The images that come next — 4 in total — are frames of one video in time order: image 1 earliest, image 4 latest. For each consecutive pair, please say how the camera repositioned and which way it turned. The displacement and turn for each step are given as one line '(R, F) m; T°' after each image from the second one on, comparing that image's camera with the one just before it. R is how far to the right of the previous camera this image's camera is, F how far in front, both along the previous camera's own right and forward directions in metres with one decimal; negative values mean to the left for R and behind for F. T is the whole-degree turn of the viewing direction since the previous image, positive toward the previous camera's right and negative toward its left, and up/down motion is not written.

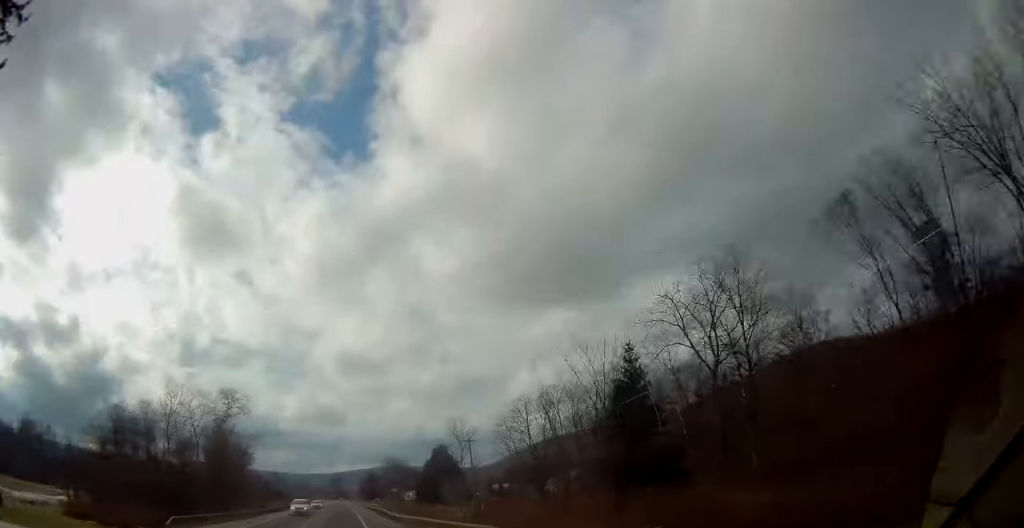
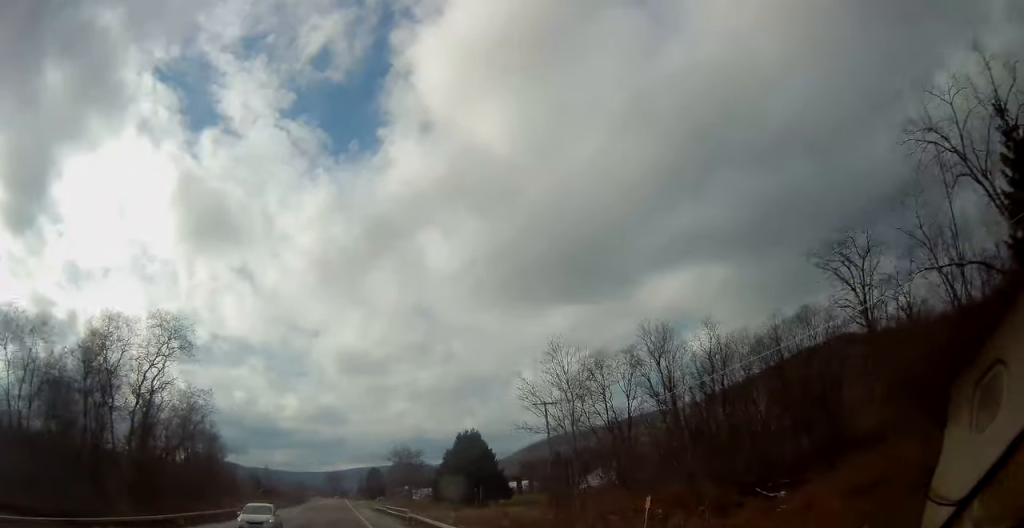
(+0.6, +32.6) m; +1°
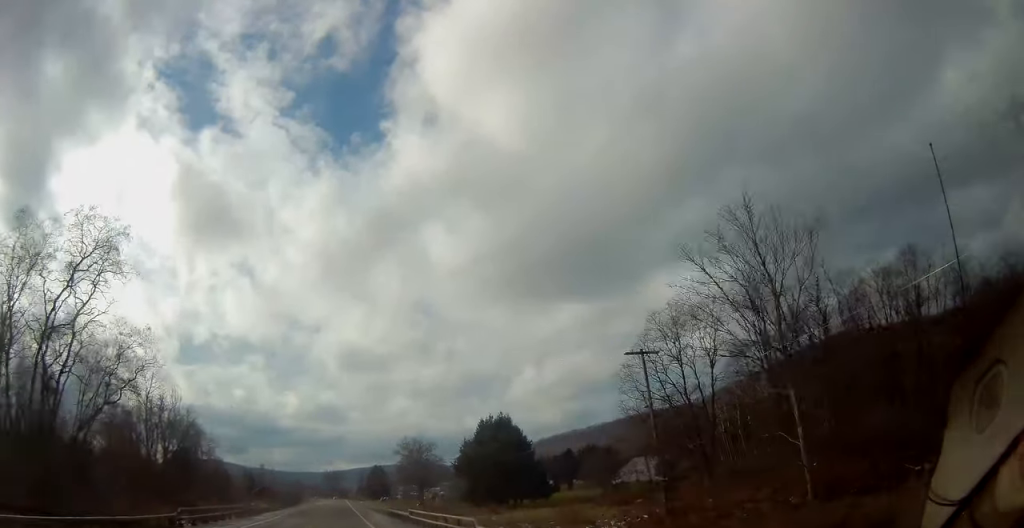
(-0.1, +18.6) m; -1°
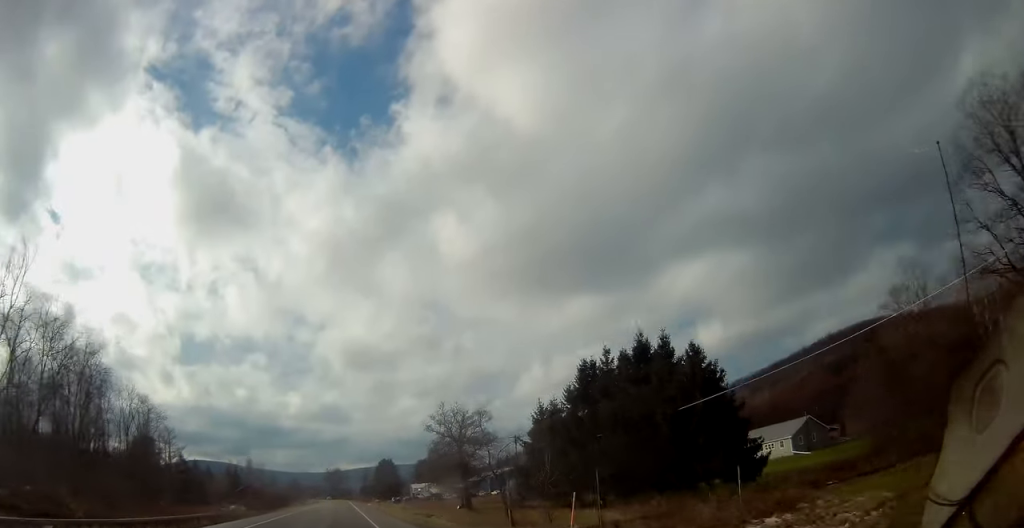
(-0.5, +42.9) m; 0°
